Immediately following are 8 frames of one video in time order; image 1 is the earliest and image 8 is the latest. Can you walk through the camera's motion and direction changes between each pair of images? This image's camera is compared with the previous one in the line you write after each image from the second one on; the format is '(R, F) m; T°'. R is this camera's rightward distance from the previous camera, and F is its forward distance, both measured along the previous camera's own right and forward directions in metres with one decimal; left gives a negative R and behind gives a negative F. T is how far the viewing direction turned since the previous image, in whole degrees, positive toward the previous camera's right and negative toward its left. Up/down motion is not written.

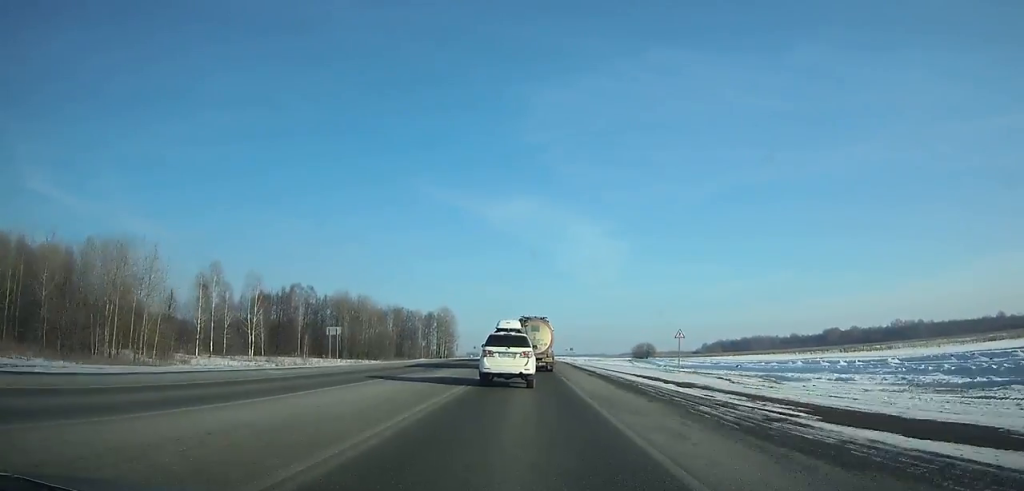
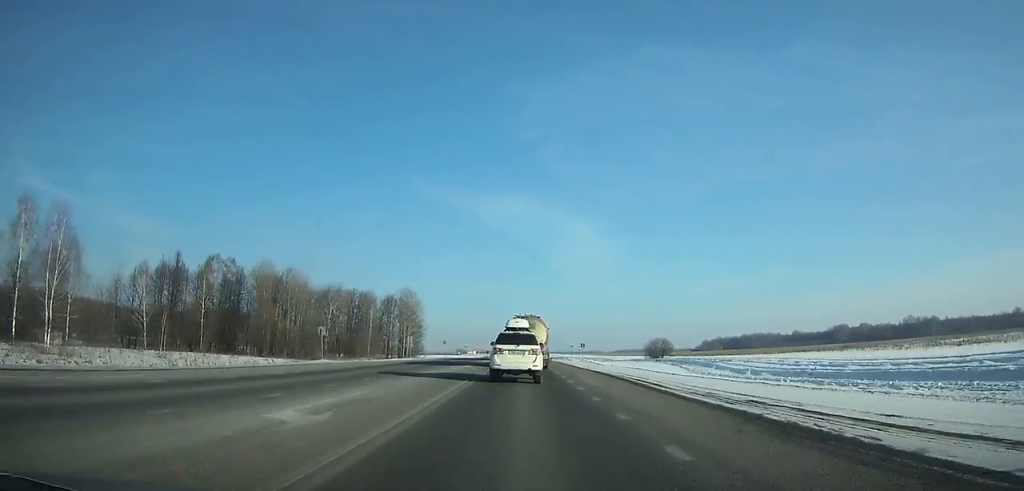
(+0.1, +44.2) m; 0°
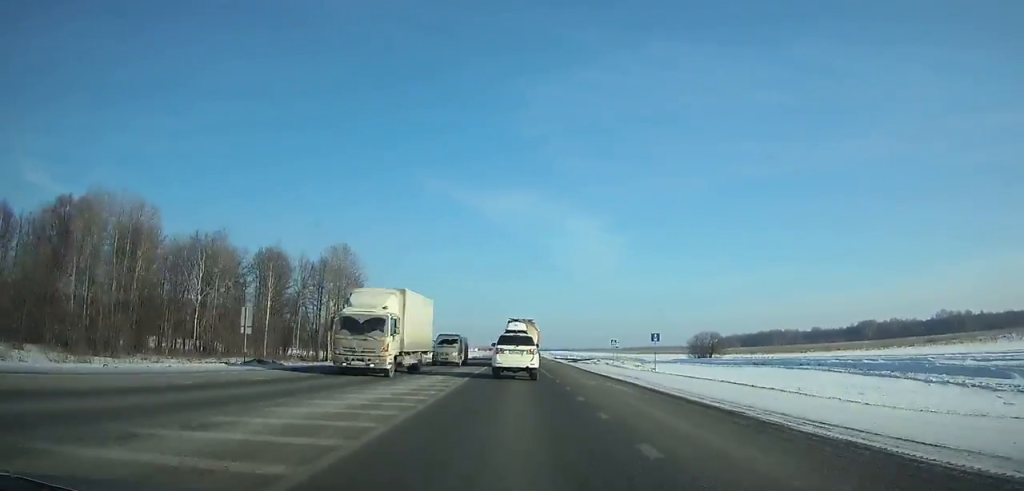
(-0.2, +51.7) m; 0°
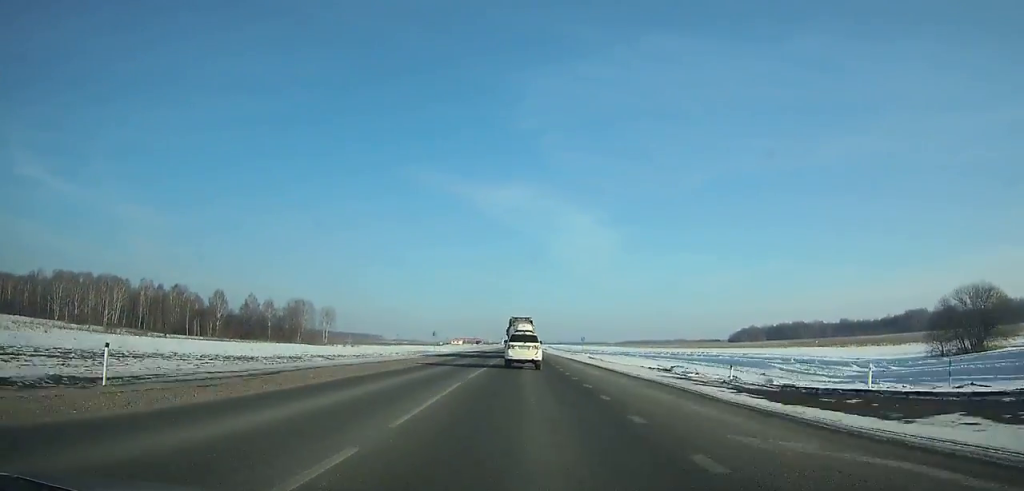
(+0.3, +108.6) m; +1°
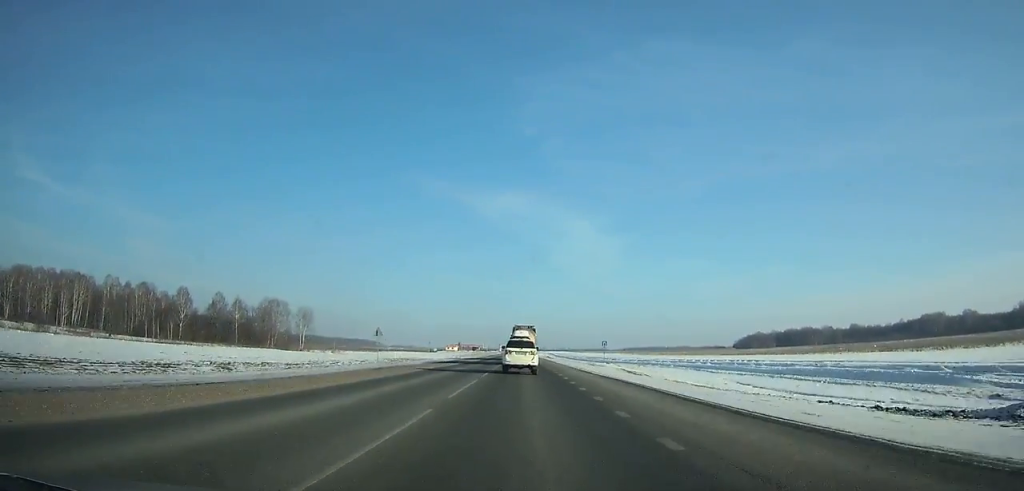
(+0.1, +30.7) m; 0°
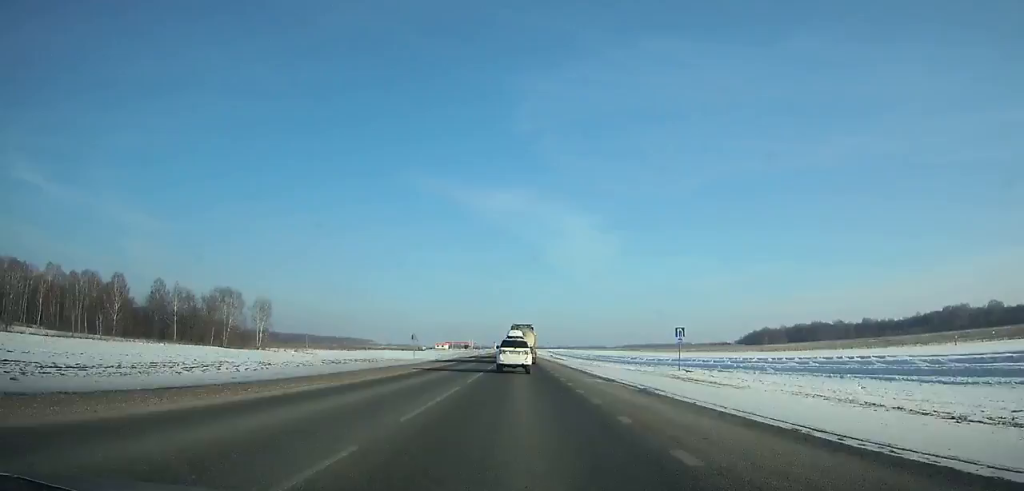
(+0.1, +40.7) m; 0°
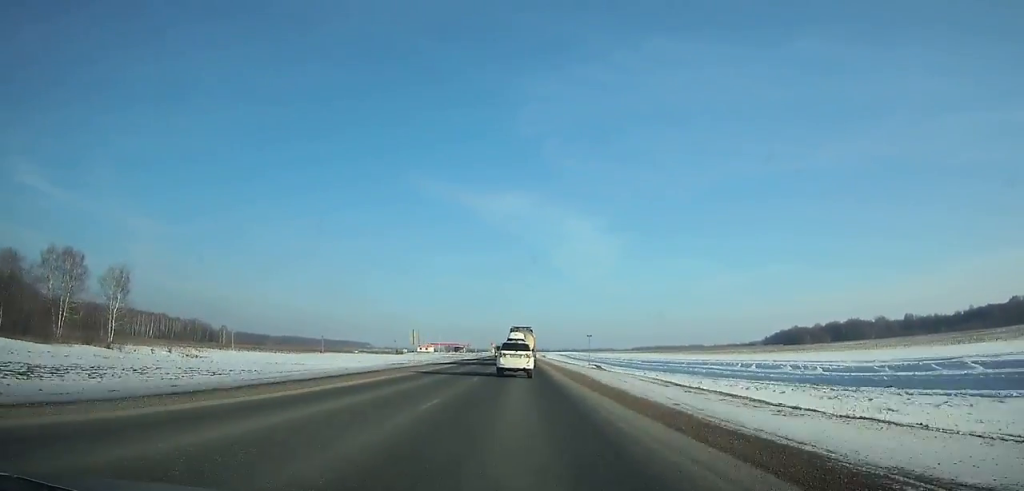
(+0.1, +86.9) m; 0°
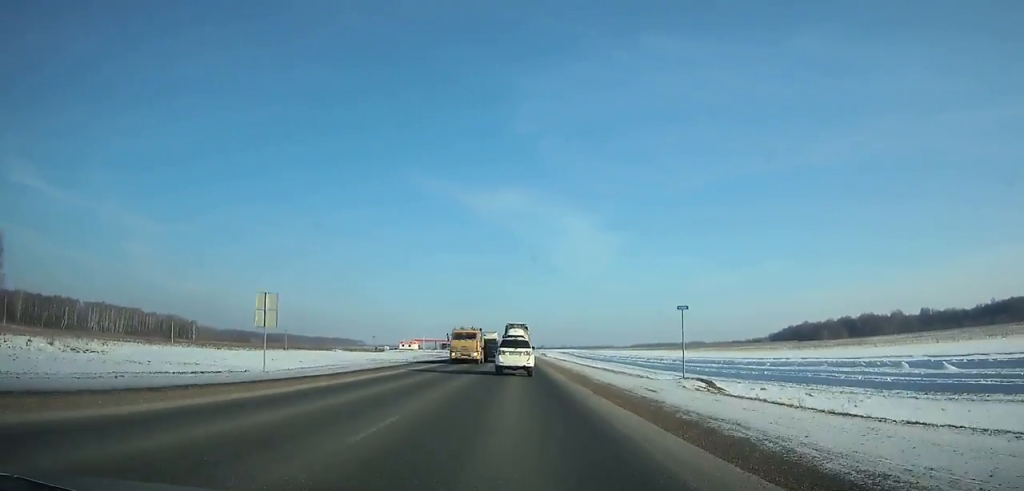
(-0.1, +39.9) m; 0°
